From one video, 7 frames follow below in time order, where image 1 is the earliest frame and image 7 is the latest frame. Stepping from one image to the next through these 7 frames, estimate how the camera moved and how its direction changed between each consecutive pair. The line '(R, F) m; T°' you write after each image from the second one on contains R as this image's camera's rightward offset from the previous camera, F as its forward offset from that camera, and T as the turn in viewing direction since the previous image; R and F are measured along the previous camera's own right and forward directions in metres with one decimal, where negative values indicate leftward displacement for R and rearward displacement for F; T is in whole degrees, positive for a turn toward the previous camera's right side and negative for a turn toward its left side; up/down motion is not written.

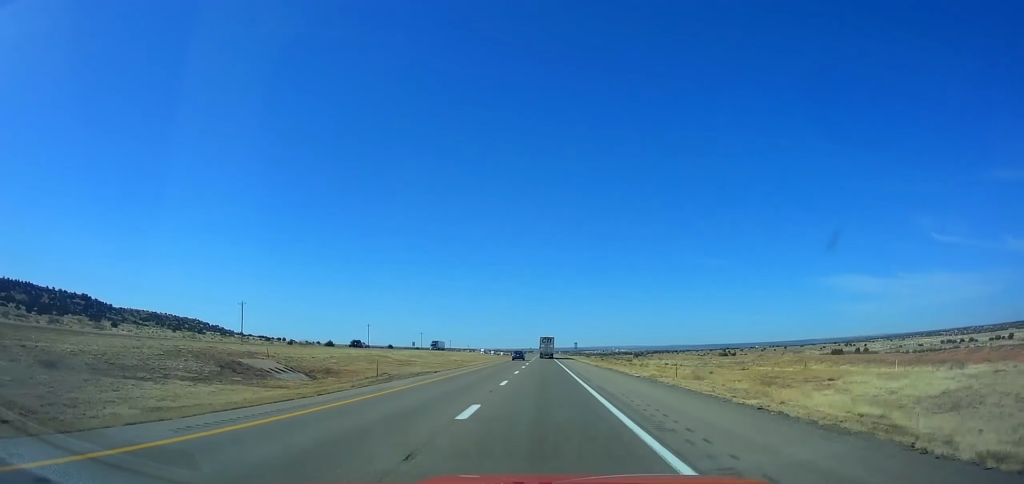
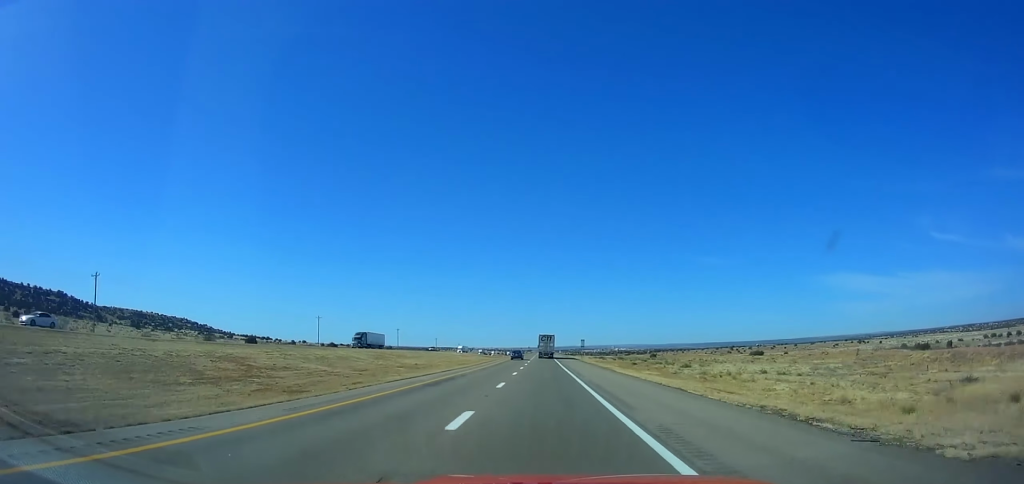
(-0.5, +50.5) m; 0°
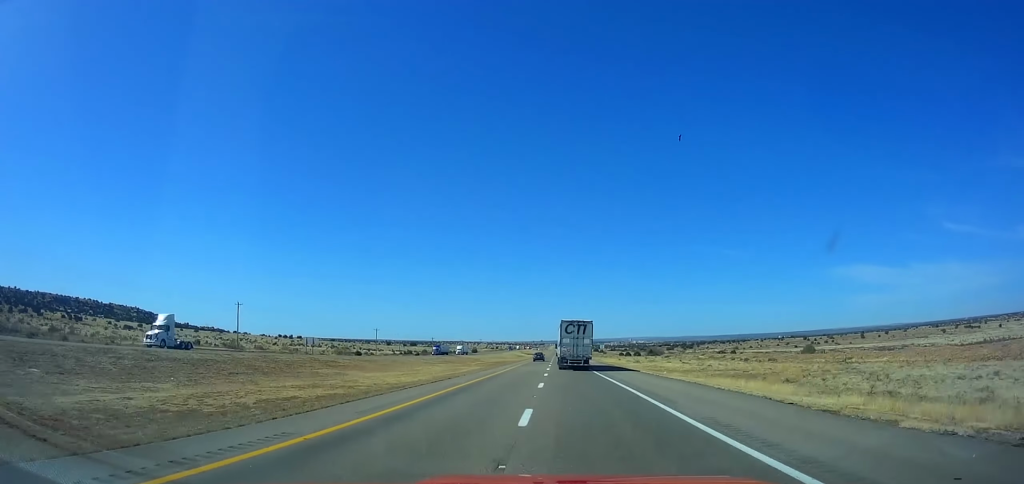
(-0.3, +255.7) m; -1°
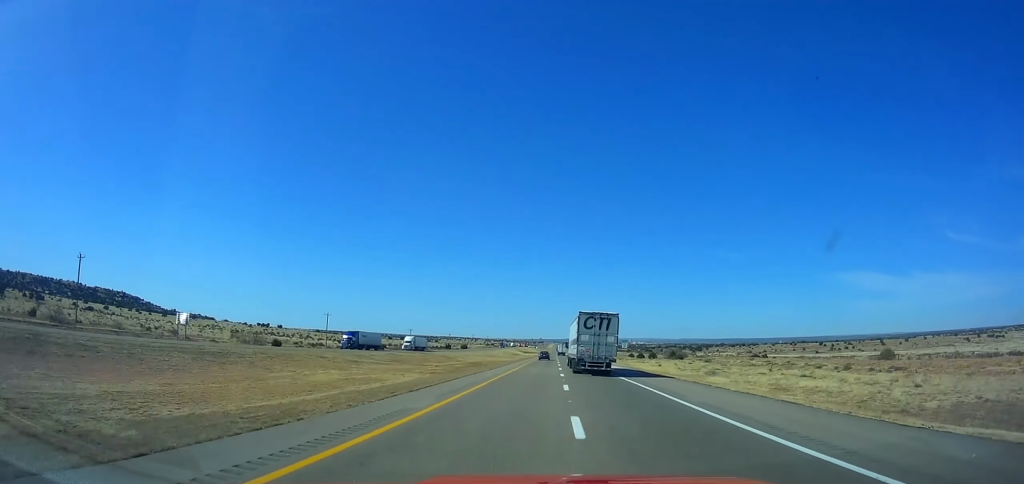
(-0.4, +50.4) m; 0°
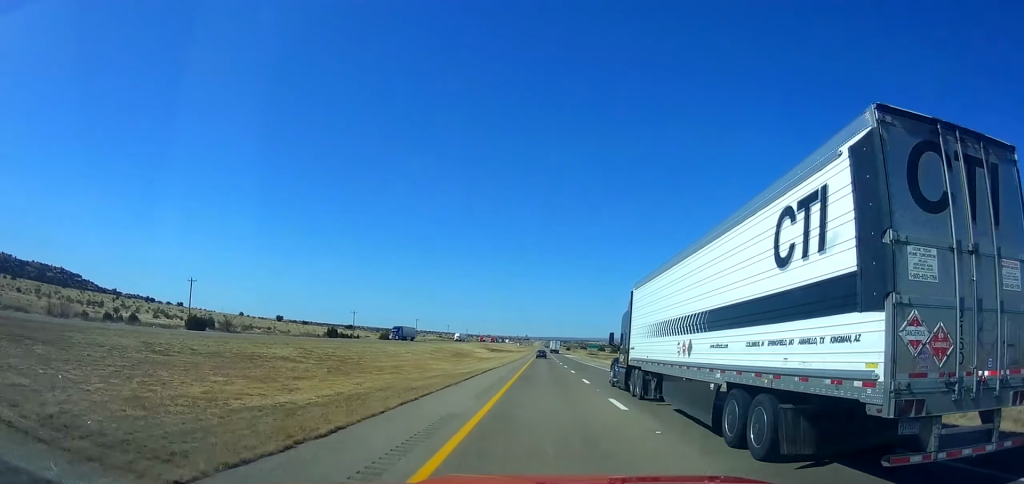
(+1.5, +165.4) m; +1°
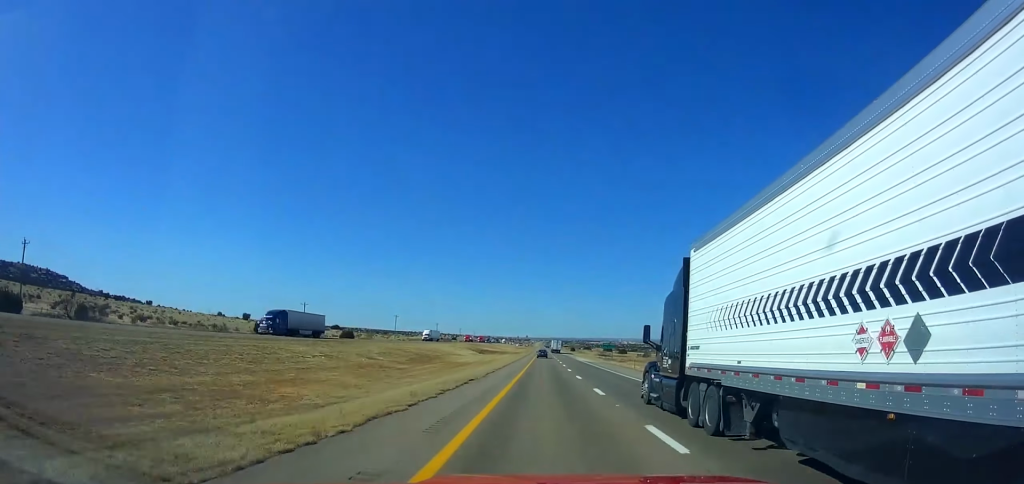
(0.0, +43.1) m; 0°
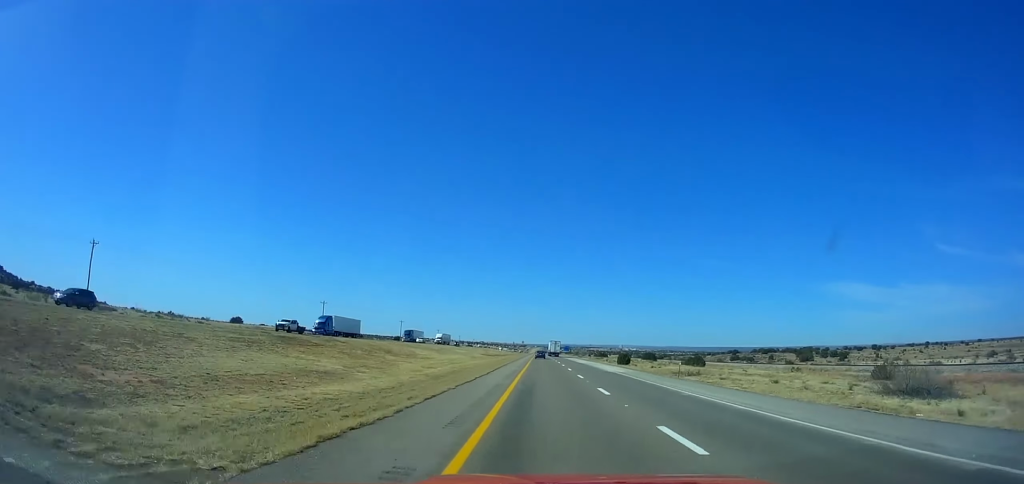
(-0.3, +182.8) m; 0°
